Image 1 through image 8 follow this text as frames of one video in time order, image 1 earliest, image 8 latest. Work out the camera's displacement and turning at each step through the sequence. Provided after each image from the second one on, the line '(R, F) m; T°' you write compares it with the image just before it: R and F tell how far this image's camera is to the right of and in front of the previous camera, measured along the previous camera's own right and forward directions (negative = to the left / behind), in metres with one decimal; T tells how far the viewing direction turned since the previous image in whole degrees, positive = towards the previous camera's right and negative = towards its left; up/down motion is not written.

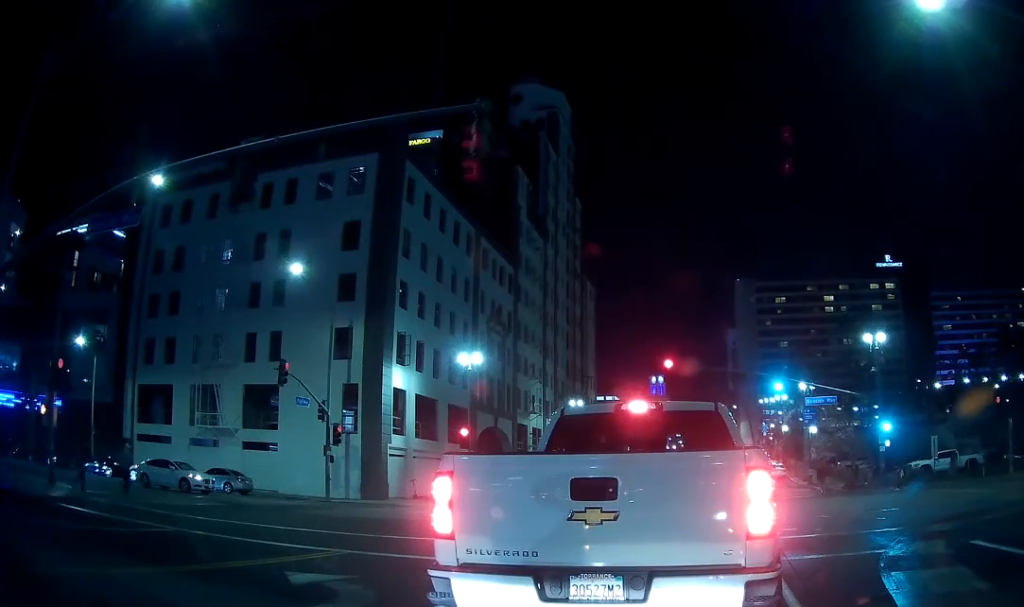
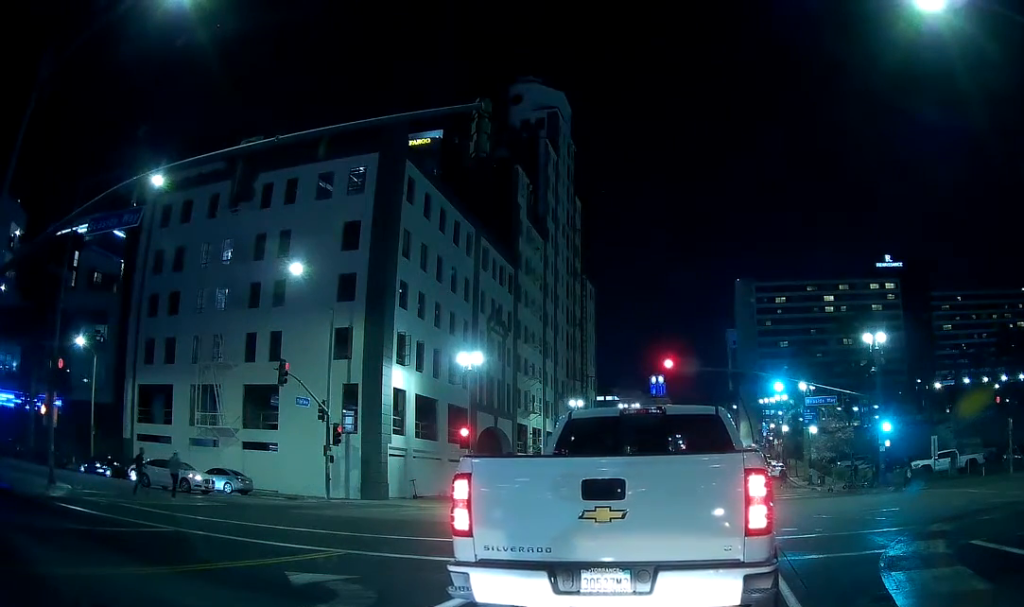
(0.0, 0.0) m; 0°
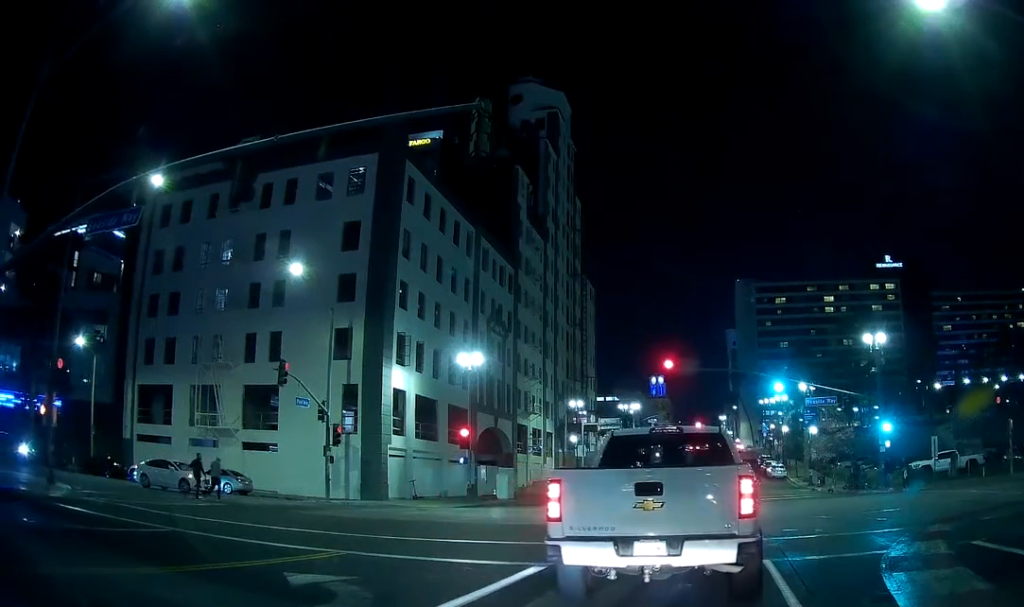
(0.0, 0.0) m; 0°
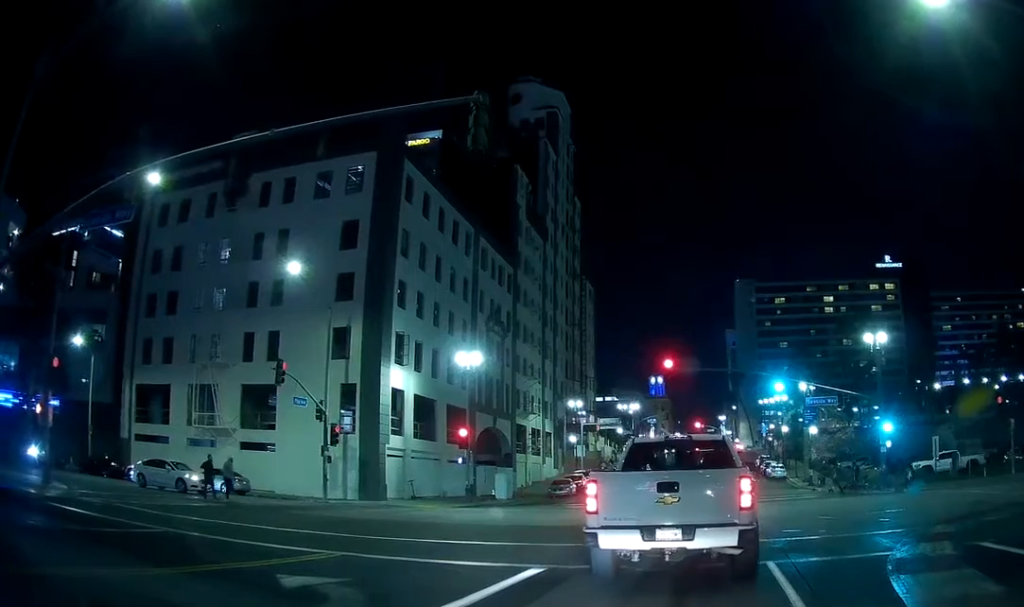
(0.0, 0.0) m; 0°
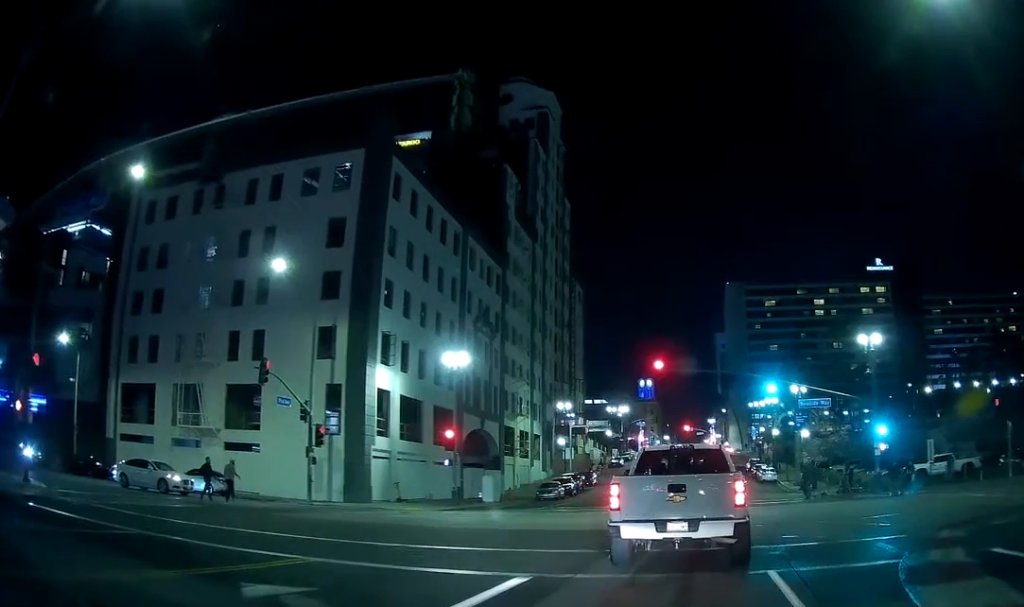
(0.0, 0.0) m; 0°
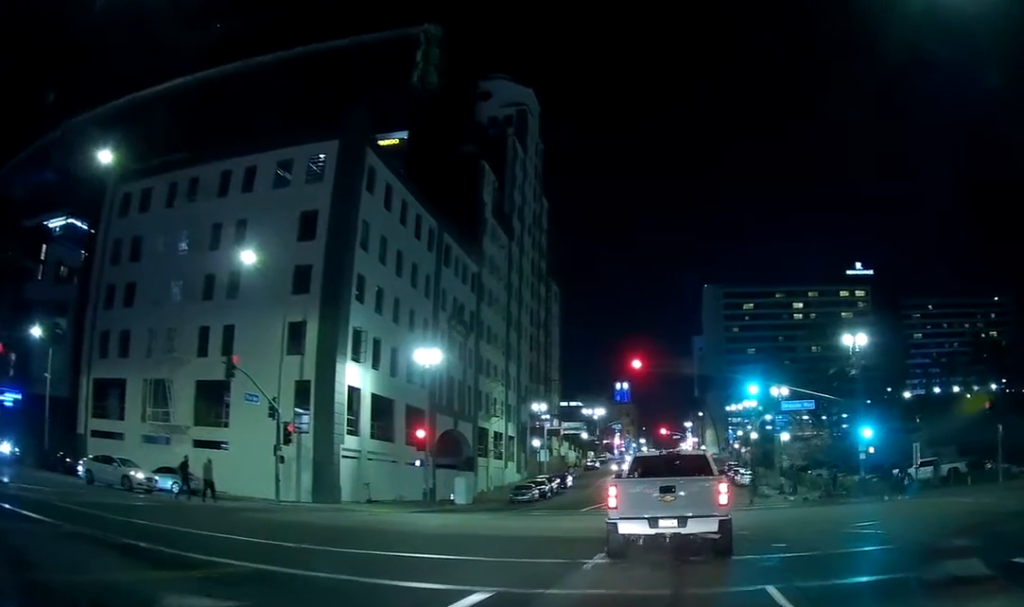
(0.0, +0.4) m; 0°
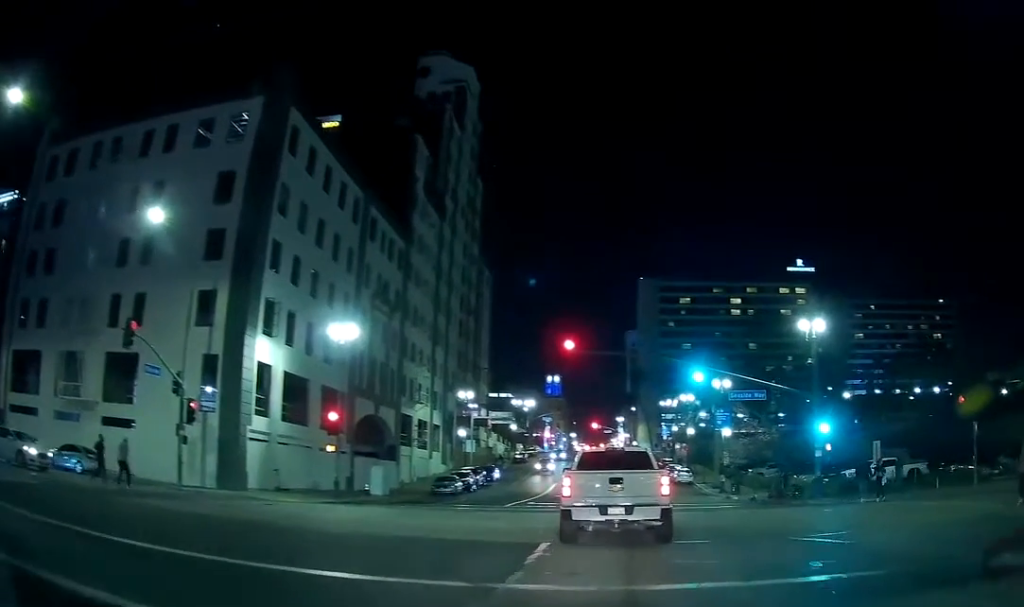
(0.0, +2.4) m; -1°
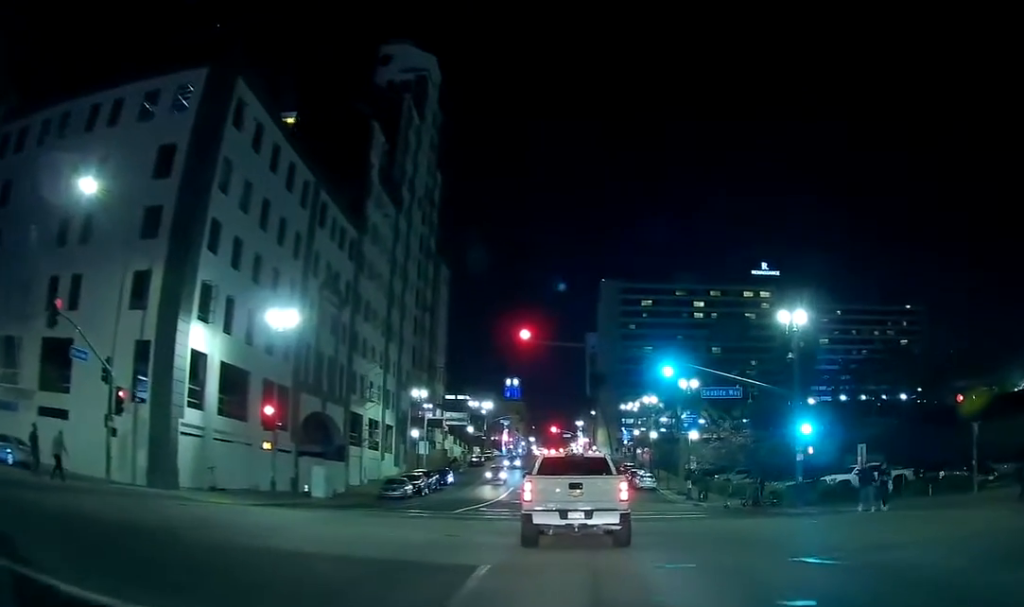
(0.0, +3.3) m; -1°
